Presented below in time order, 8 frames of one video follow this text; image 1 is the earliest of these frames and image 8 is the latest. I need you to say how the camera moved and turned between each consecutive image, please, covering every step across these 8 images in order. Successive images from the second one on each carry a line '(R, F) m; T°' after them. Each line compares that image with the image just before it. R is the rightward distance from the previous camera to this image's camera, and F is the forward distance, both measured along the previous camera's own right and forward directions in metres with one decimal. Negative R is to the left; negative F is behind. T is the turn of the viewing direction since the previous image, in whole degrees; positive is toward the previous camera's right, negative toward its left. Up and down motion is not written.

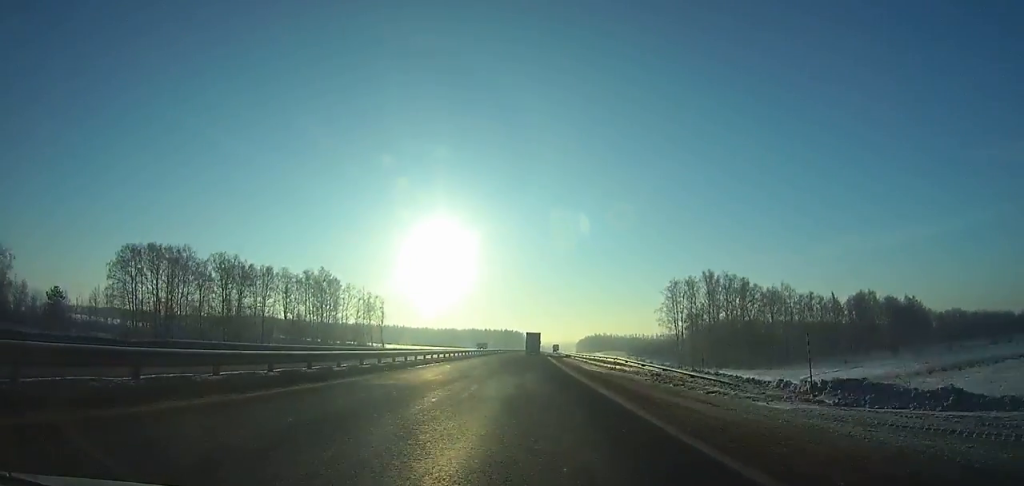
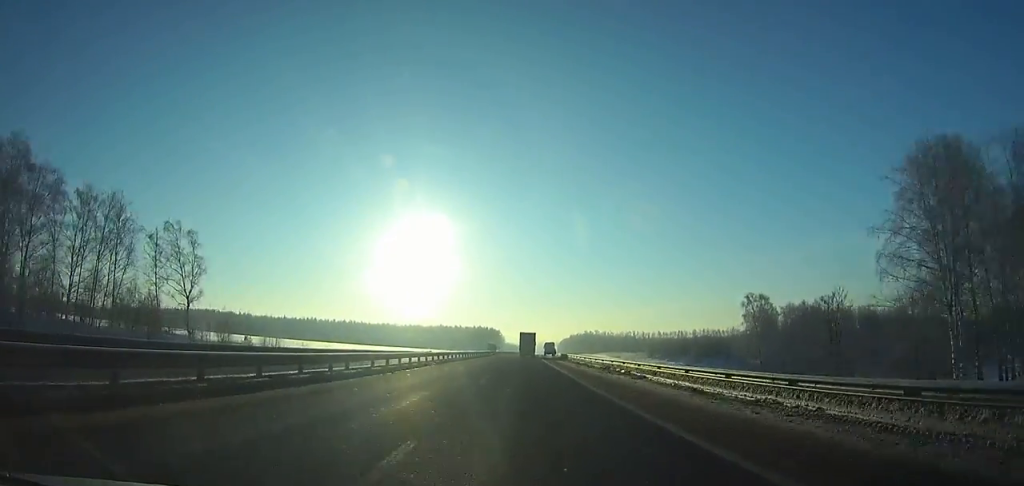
(+1.4, +91.4) m; +2°
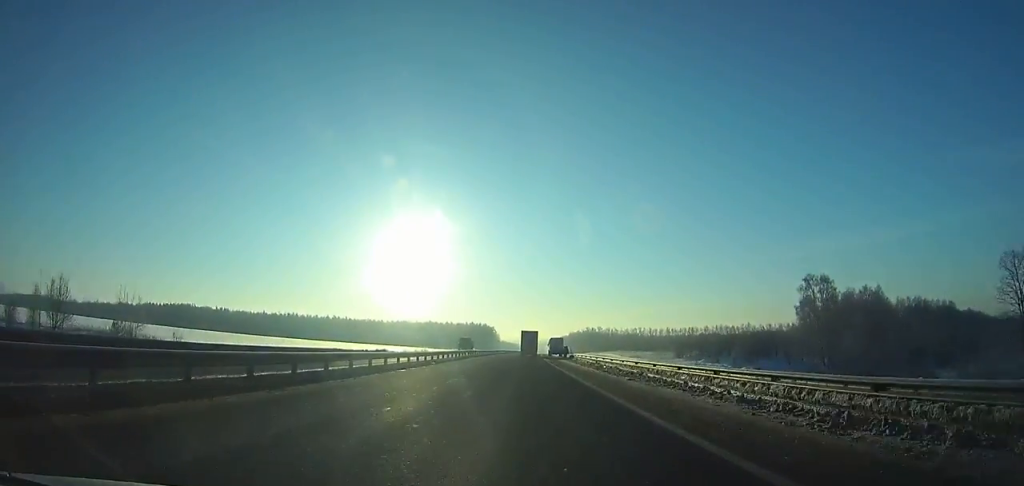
(+0.4, +39.3) m; +1°
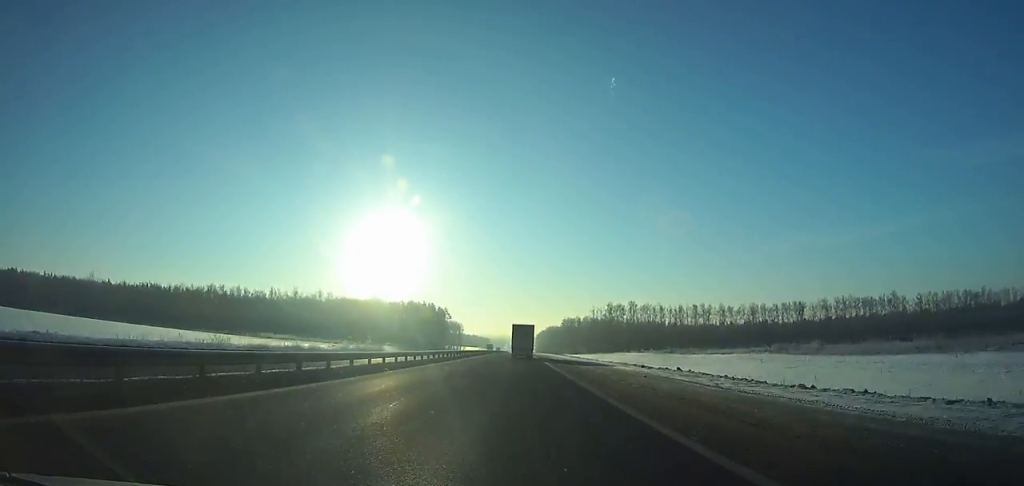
(+4.8, +193.3) m; +2°
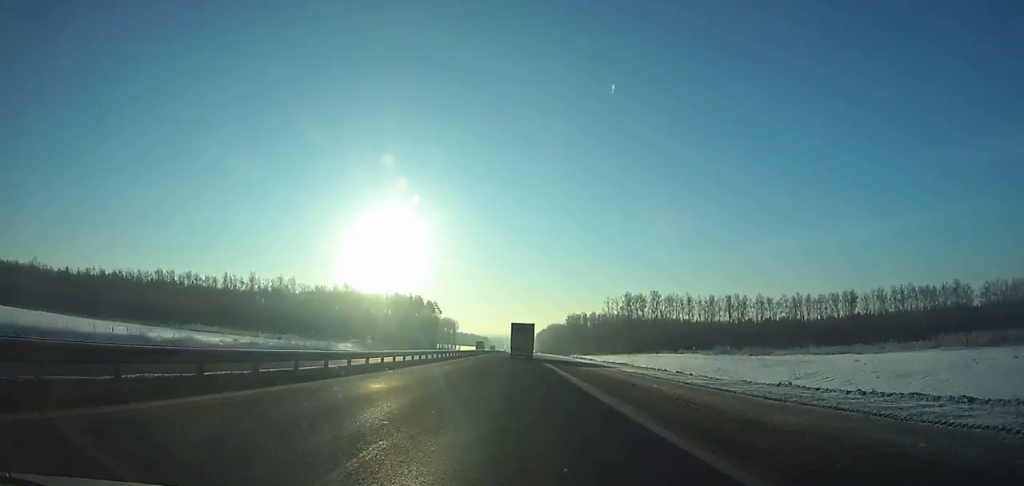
(-0.1, +39.4) m; 0°
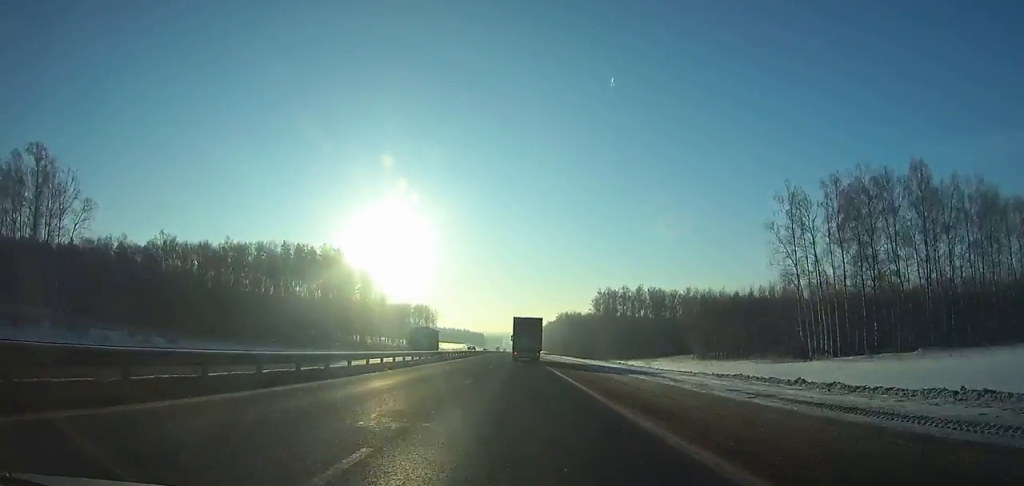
(-0.3, +129.0) m; 0°
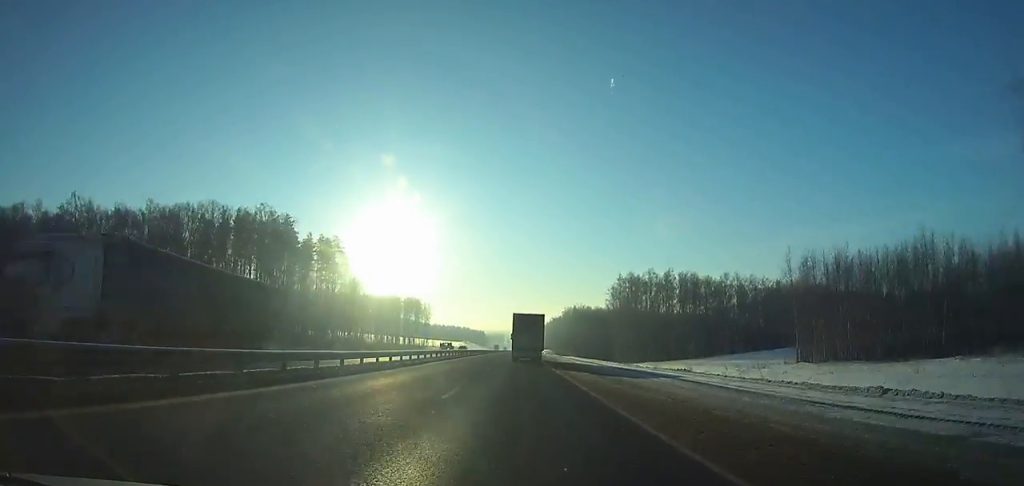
(0.0, +37.1) m; 0°
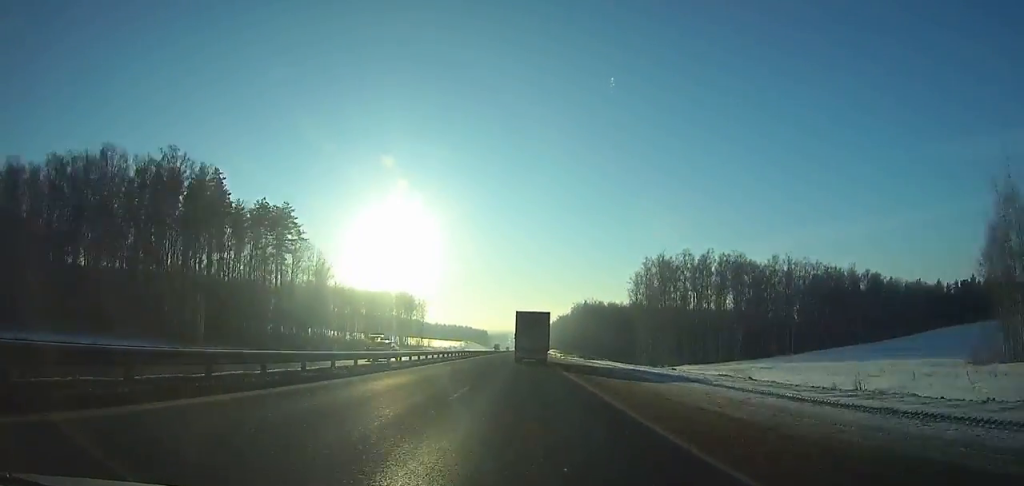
(0.0, +31.7) m; 0°
